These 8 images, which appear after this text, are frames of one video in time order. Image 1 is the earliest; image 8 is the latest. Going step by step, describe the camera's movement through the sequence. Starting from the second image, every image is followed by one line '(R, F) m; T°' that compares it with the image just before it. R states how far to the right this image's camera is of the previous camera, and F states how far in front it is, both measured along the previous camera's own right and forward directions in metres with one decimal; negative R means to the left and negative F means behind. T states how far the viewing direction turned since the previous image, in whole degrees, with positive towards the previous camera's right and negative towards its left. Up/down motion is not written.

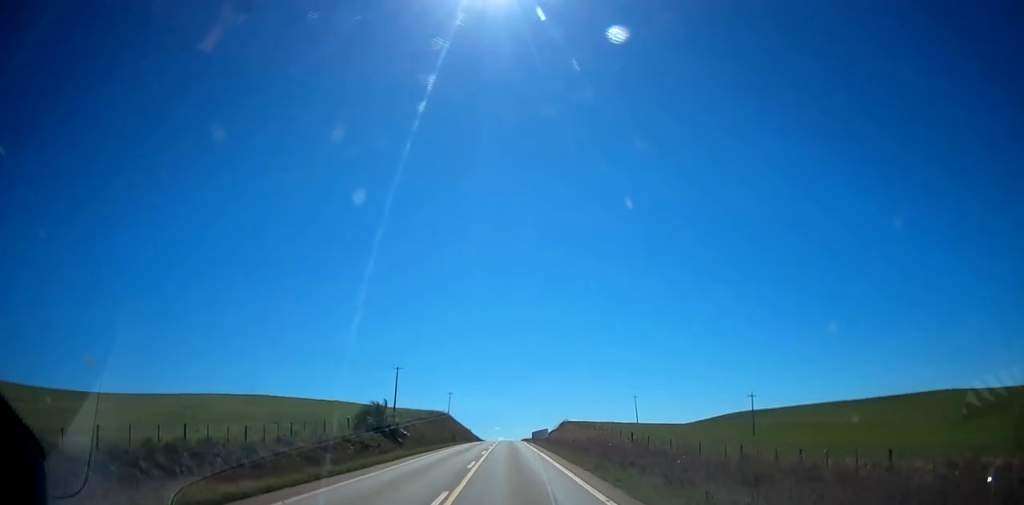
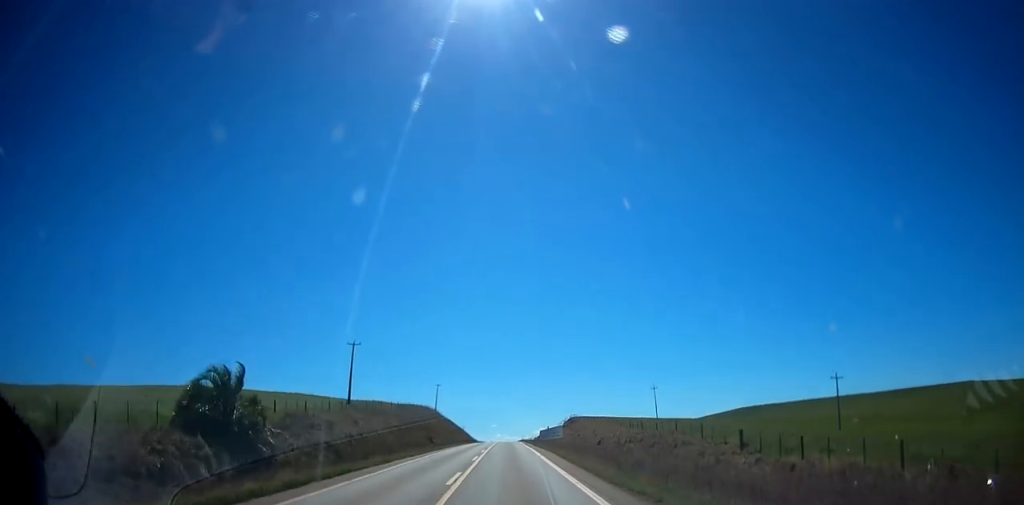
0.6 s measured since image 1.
(0.0, +32.8) m; 0°
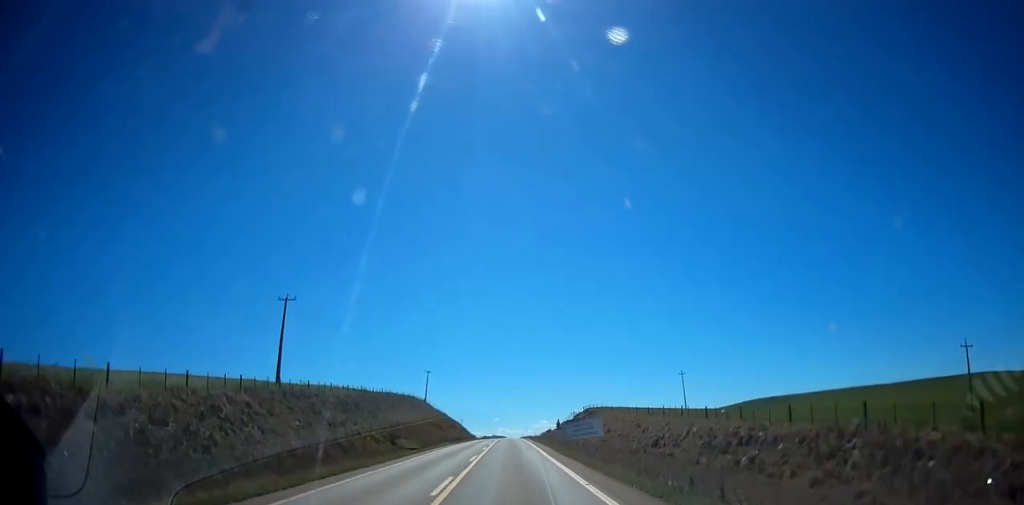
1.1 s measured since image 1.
(0.0, +28.5) m; 0°
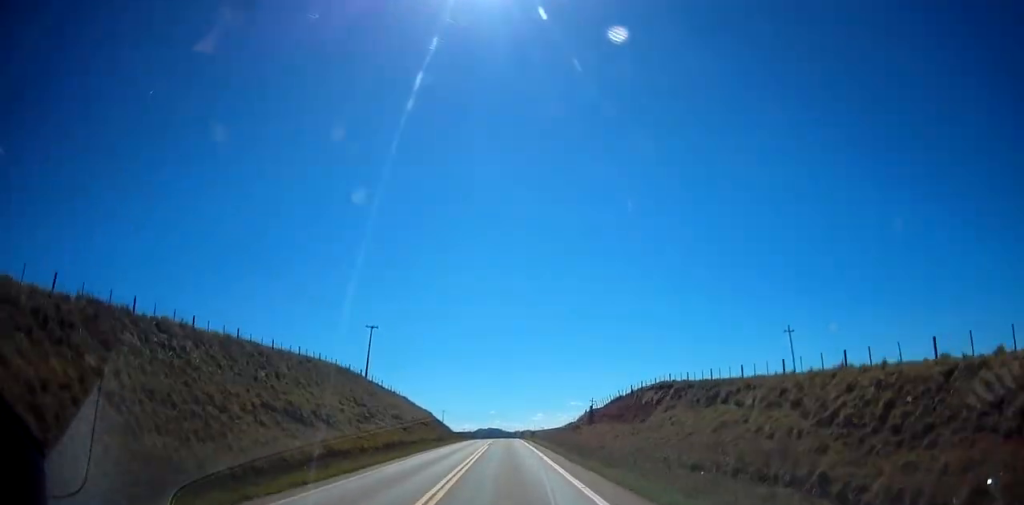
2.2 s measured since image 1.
(0.0, +65.7) m; 0°
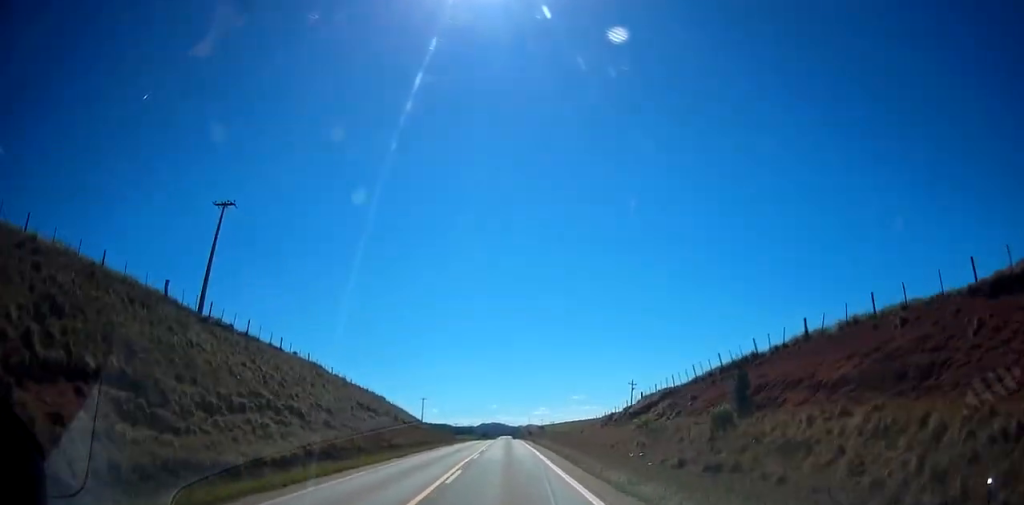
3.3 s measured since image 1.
(0.0, +56.7) m; 0°
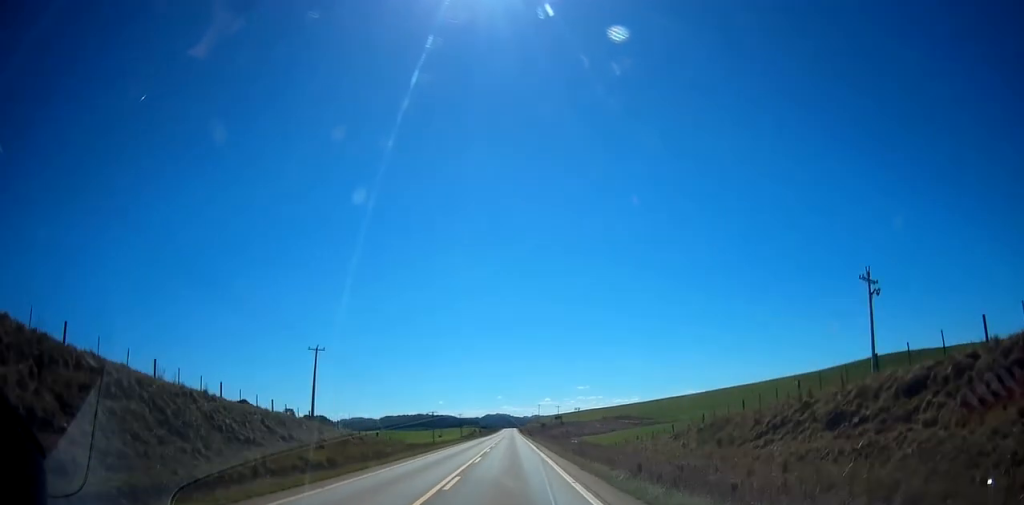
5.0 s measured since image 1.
(0.0, +88.5) m; 0°
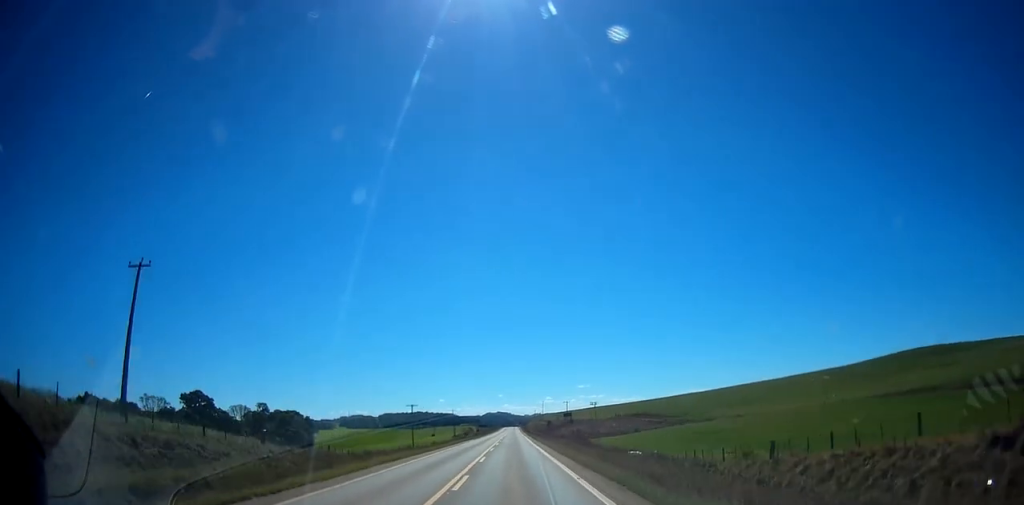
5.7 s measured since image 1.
(0.0, +35.3) m; 0°
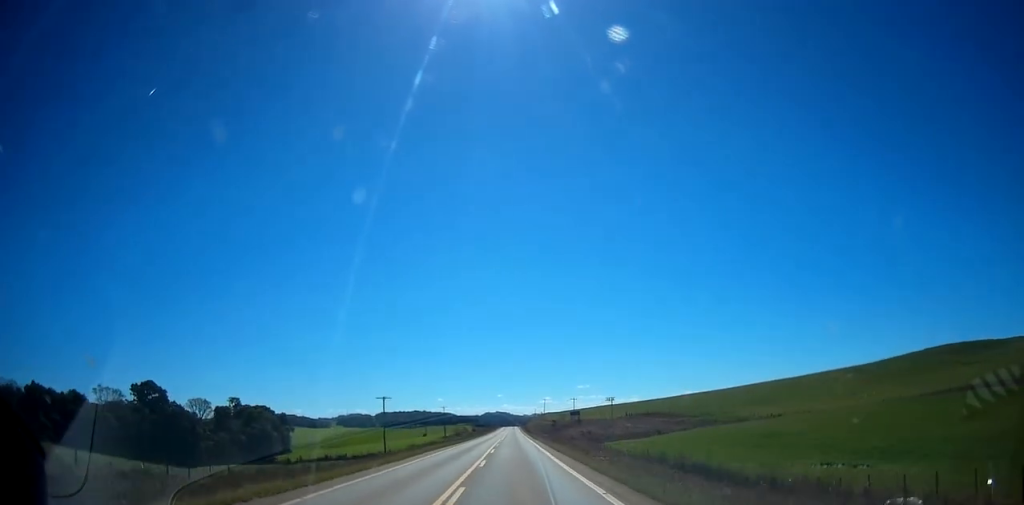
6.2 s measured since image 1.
(0.0, +27.5) m; 0°
